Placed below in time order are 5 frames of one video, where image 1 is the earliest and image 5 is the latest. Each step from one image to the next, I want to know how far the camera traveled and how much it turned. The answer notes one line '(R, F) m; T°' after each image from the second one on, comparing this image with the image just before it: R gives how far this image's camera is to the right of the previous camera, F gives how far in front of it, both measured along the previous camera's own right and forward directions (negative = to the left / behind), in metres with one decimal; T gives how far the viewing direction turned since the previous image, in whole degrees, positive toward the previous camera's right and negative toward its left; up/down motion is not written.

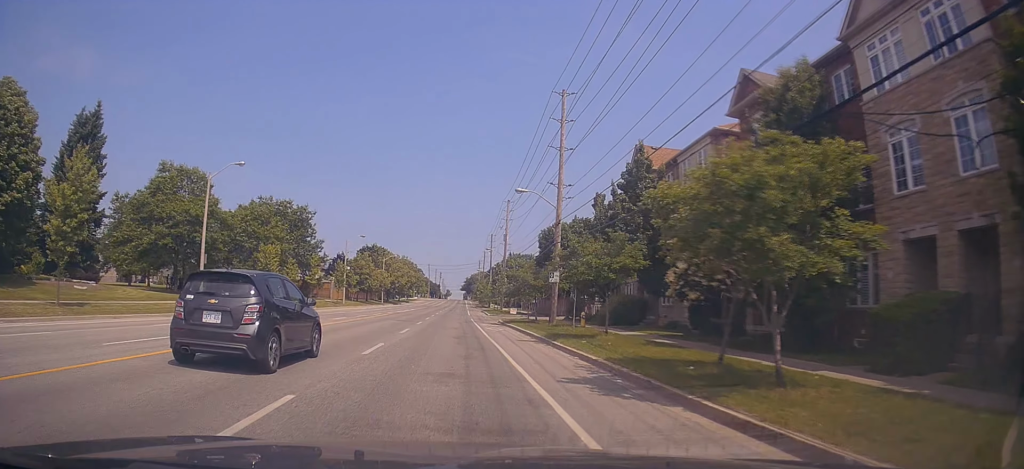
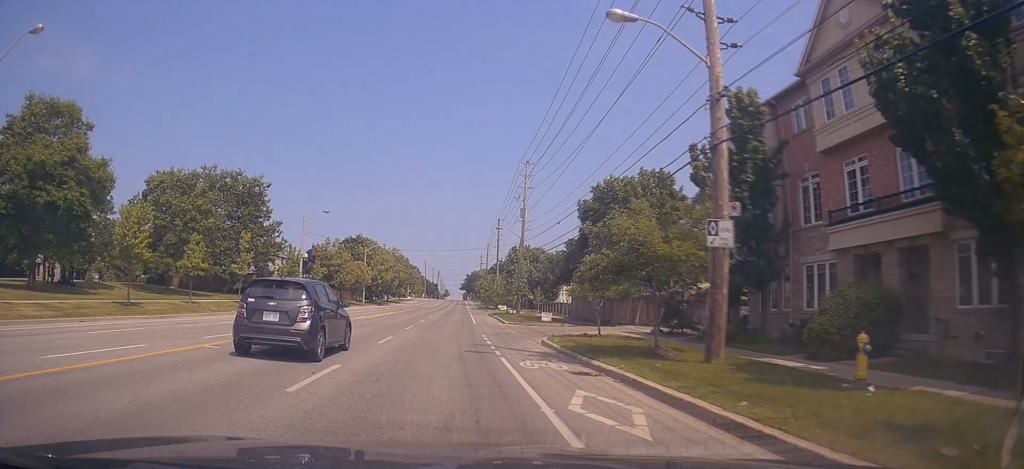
(+0.3, +22.5) m; +2°
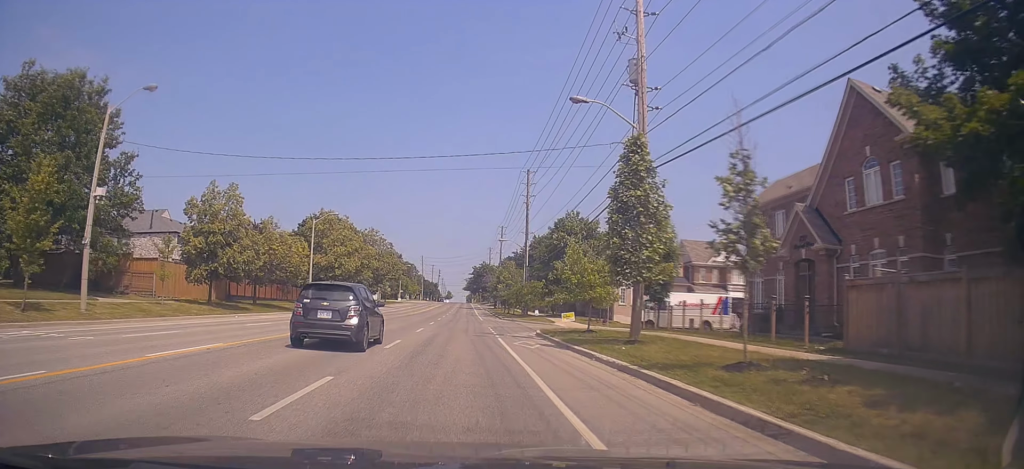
(-0.6, +36.2) m; -2°
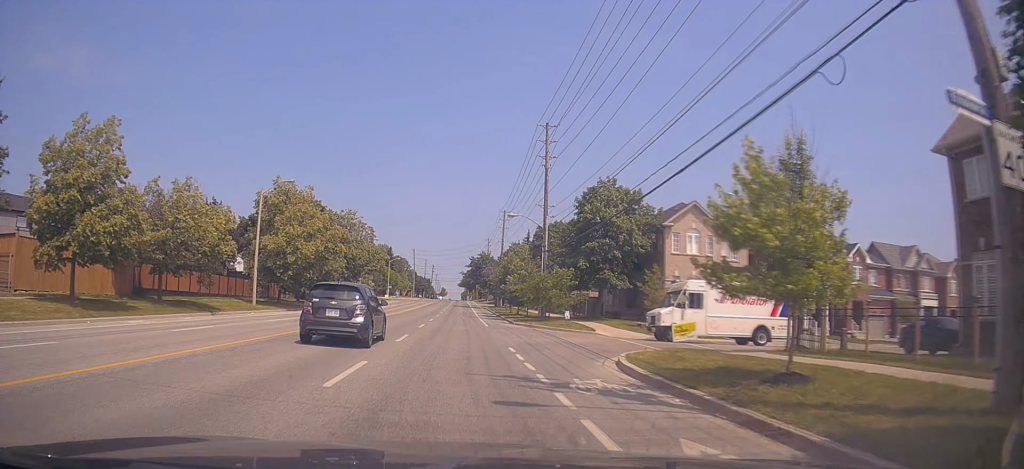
(-0.2, +15.1) m; 0°
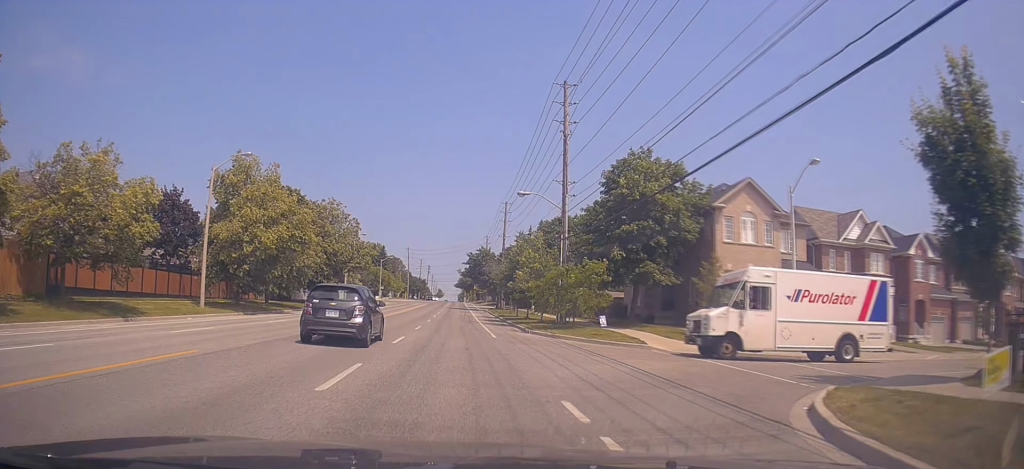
(+0.2, +8.8) m; +2°
